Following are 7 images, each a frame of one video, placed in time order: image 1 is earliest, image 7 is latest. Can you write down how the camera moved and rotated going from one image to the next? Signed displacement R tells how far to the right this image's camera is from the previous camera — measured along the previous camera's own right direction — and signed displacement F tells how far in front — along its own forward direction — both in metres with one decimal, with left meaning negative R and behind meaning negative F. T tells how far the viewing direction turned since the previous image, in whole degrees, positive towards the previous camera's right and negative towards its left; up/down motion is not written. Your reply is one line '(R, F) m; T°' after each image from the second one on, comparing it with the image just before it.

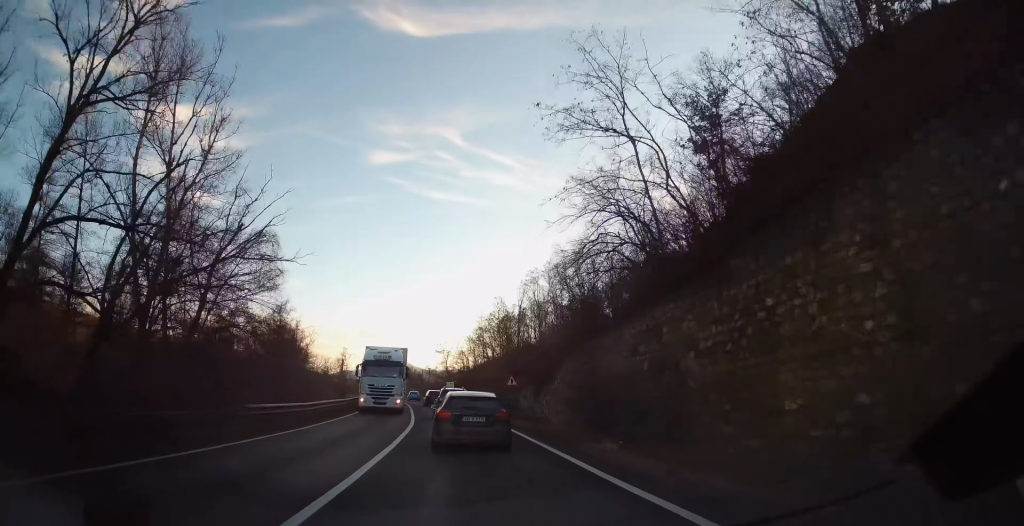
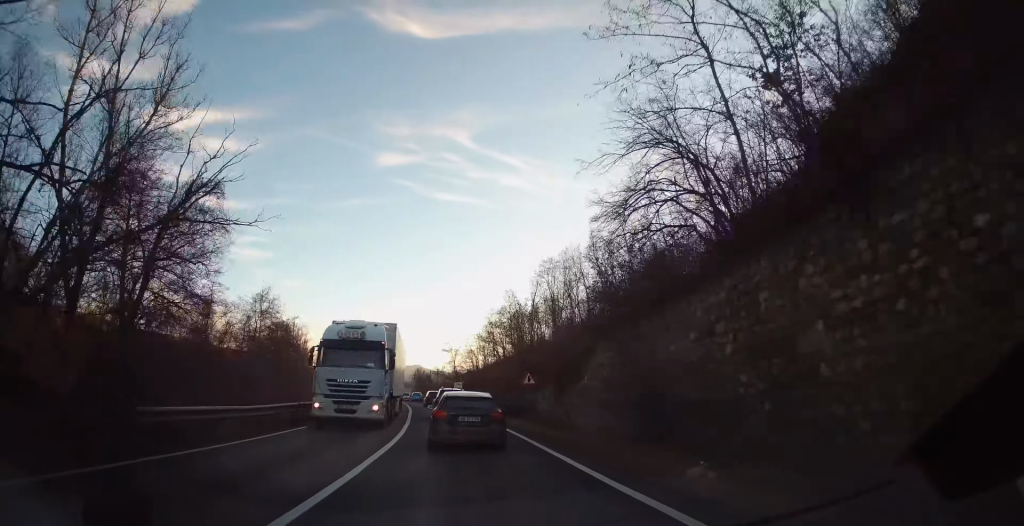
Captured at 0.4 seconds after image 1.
(0.0, +5.7) m; -1°
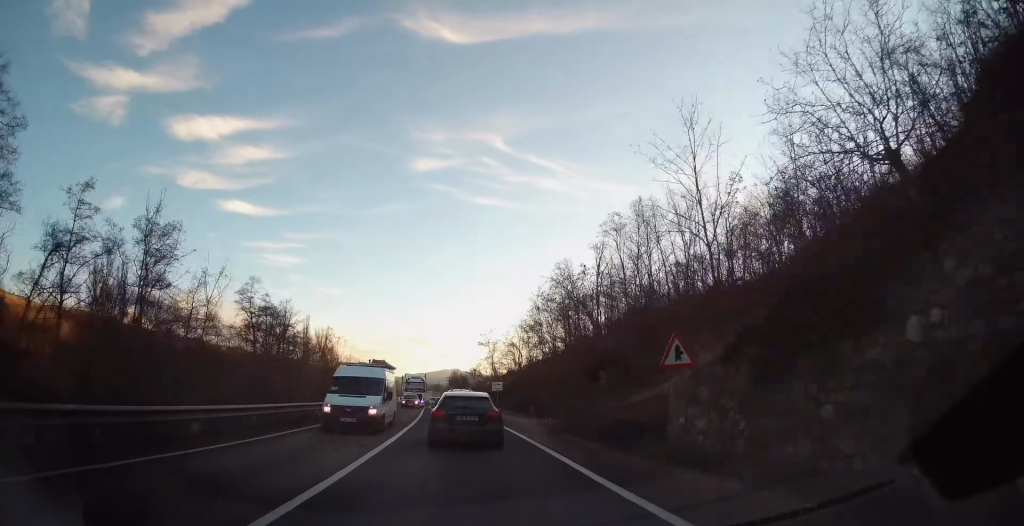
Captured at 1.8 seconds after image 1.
(-0.4, +17.8) m; -3°
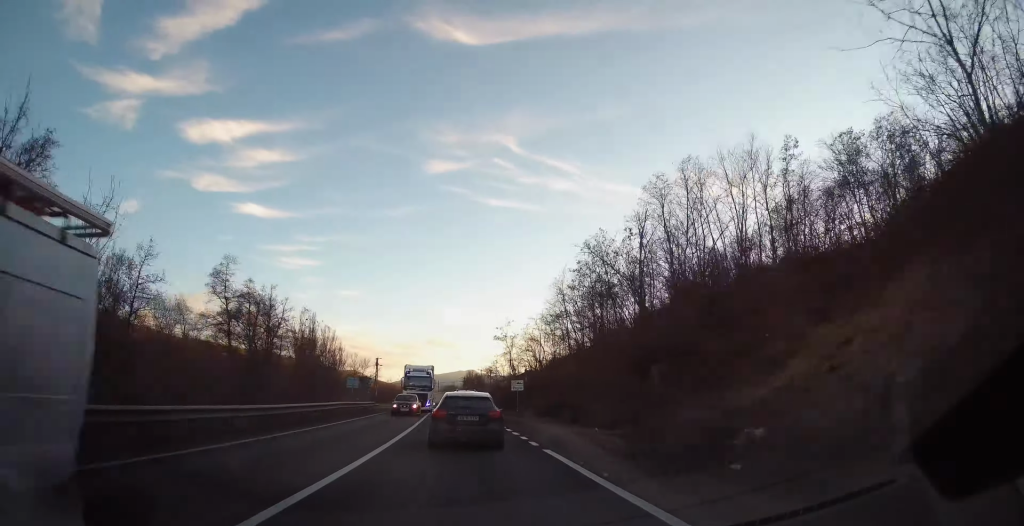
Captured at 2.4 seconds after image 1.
(-0.2, +8.9) m; -2°
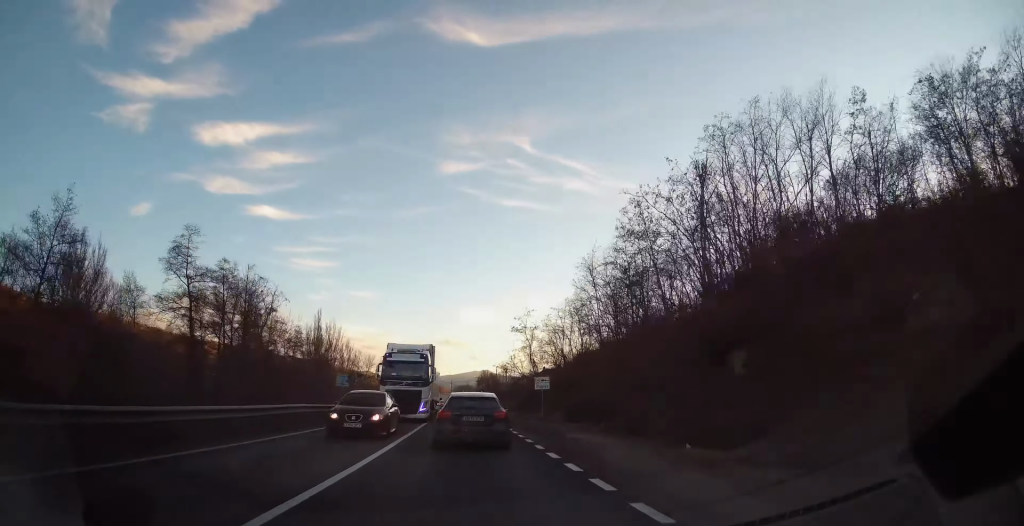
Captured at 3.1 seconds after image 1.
(-0.1, +8.8) m; -1°
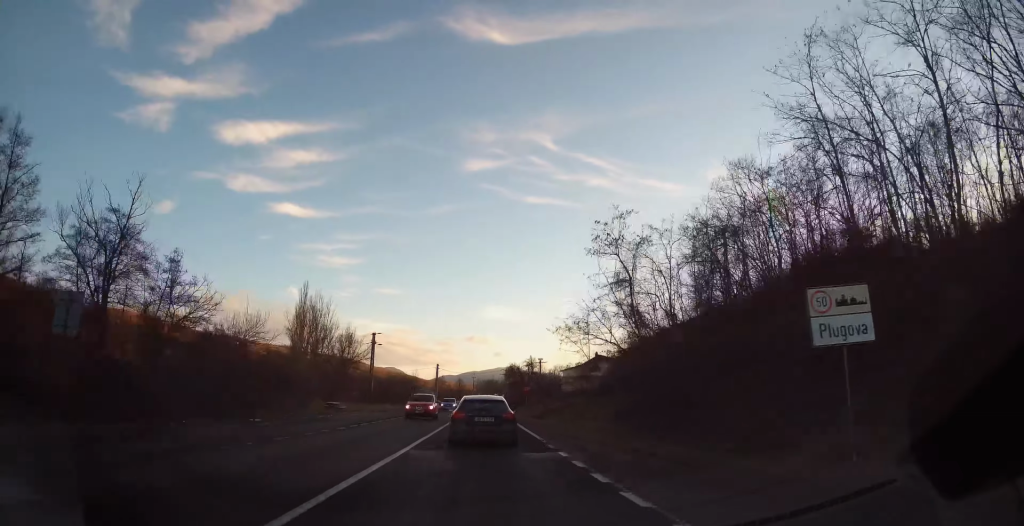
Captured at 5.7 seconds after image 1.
(0.0, +33.5) m; -1°
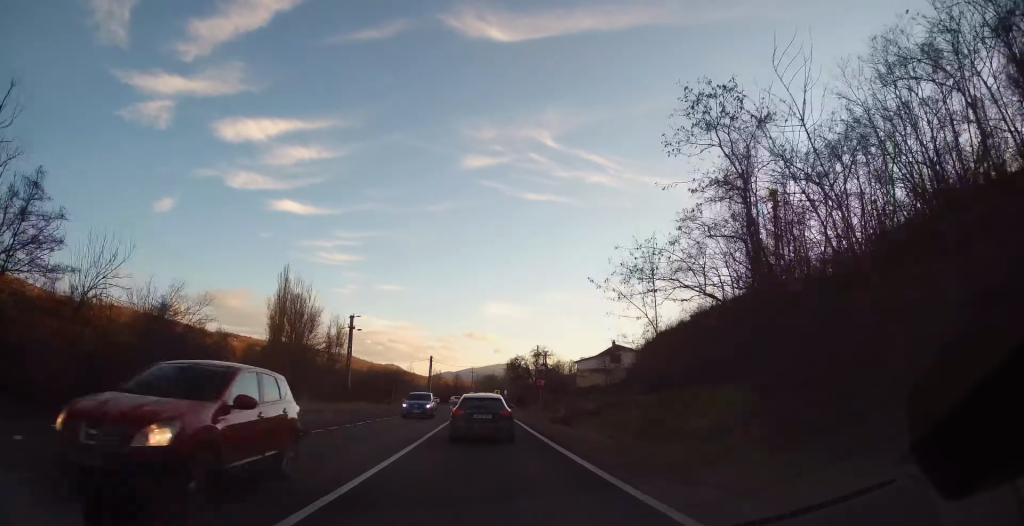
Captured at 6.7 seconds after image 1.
(-0.3, +13.1) m; -1°
